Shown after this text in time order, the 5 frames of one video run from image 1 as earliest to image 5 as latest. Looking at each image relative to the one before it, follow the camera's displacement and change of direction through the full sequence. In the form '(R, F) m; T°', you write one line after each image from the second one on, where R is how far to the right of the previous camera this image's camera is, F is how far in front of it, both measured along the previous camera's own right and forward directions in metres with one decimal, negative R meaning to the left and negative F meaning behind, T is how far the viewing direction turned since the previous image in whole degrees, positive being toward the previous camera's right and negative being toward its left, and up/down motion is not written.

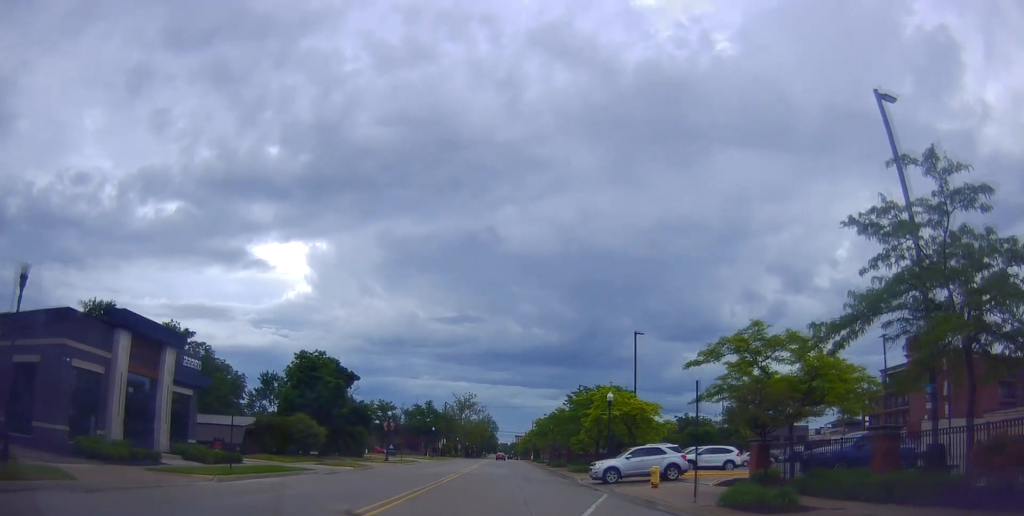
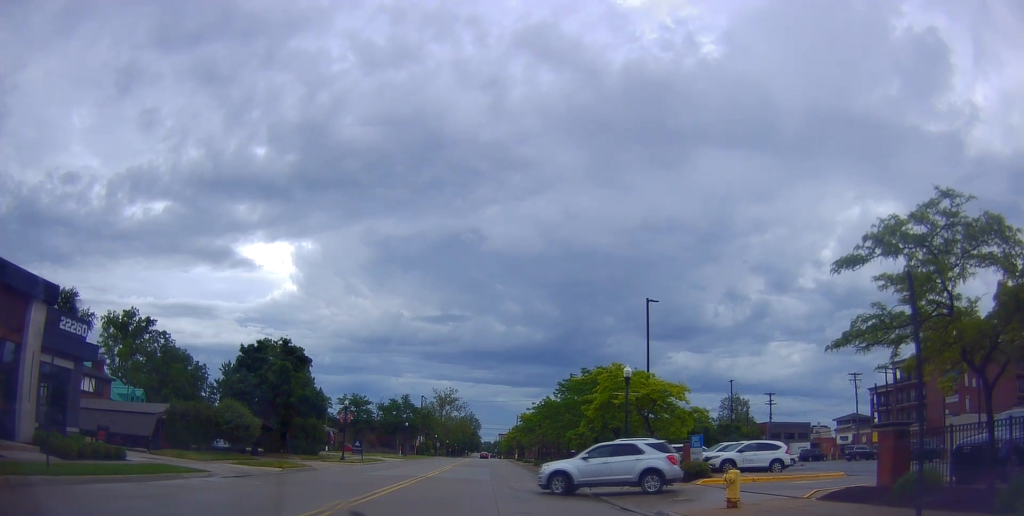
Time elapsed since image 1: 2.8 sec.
(-0.8, +16.6) m; 0°
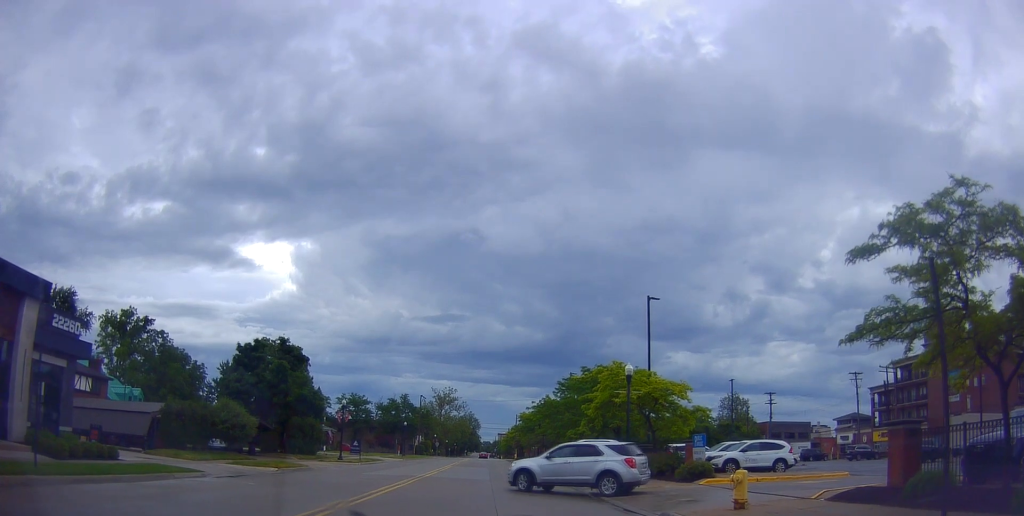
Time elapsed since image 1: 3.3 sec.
(+0.3, +1.6) m; +2°
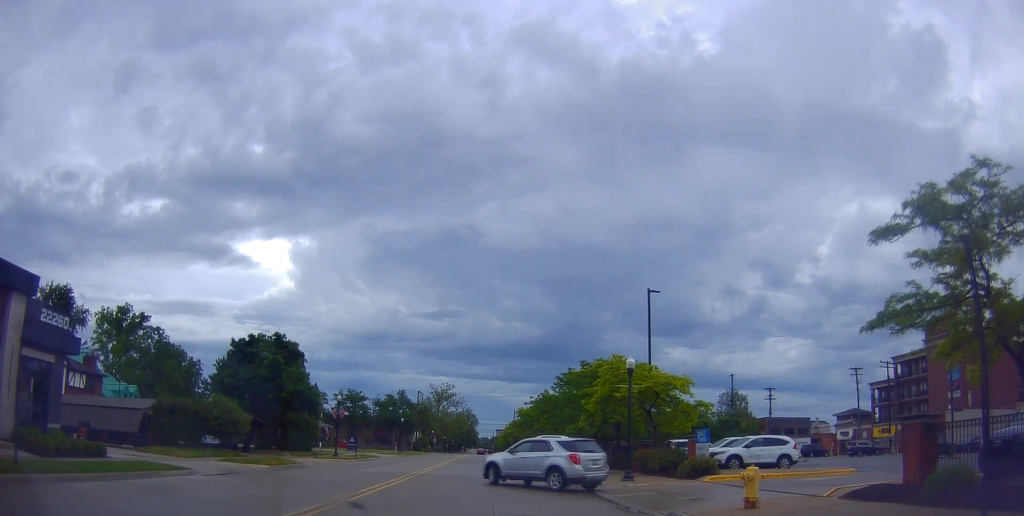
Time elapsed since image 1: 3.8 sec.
(-0.1, +1.5) m; -2°
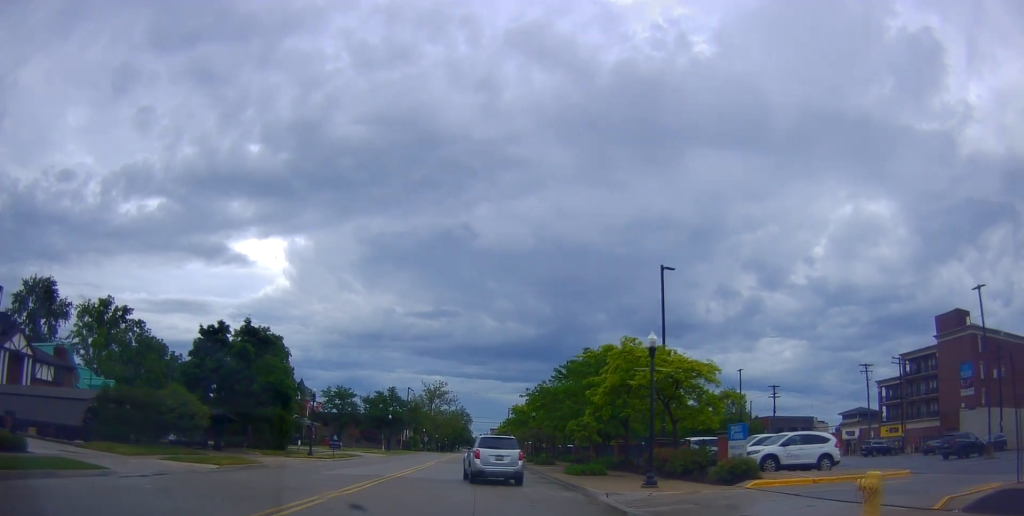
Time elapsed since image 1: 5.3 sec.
(-0.2, +4.1) m; -5°
